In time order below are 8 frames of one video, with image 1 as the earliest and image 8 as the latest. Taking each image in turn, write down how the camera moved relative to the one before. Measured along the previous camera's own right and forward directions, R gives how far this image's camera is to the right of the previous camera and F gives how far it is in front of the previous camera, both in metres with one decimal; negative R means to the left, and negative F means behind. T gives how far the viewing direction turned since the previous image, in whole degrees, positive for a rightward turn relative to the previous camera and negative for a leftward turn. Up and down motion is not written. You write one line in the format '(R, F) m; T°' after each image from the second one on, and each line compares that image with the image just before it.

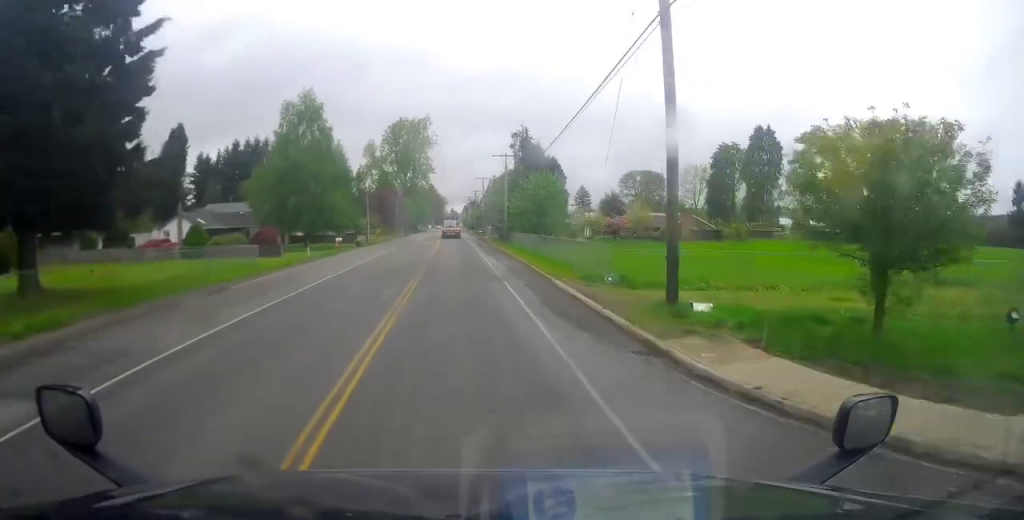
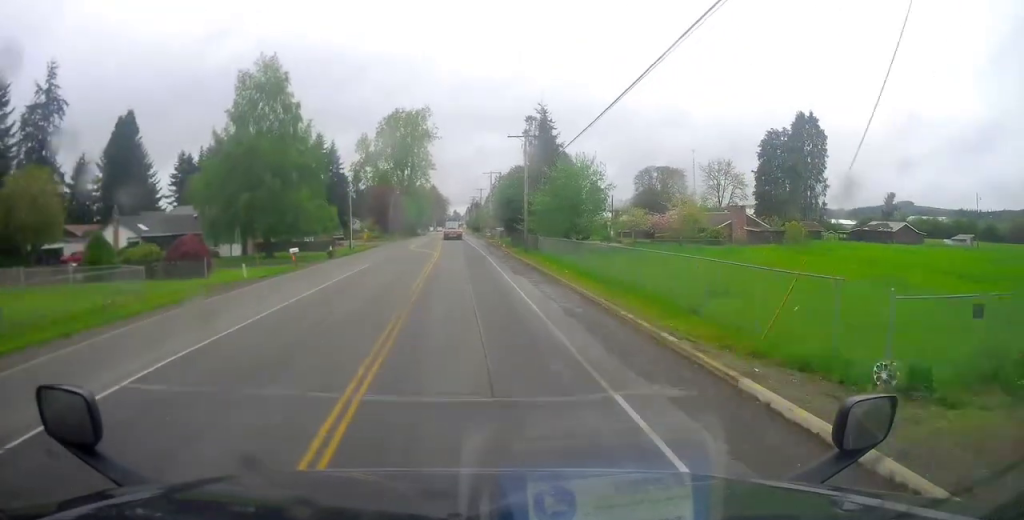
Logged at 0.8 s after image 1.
(+0.4, +14.9) m; +1°
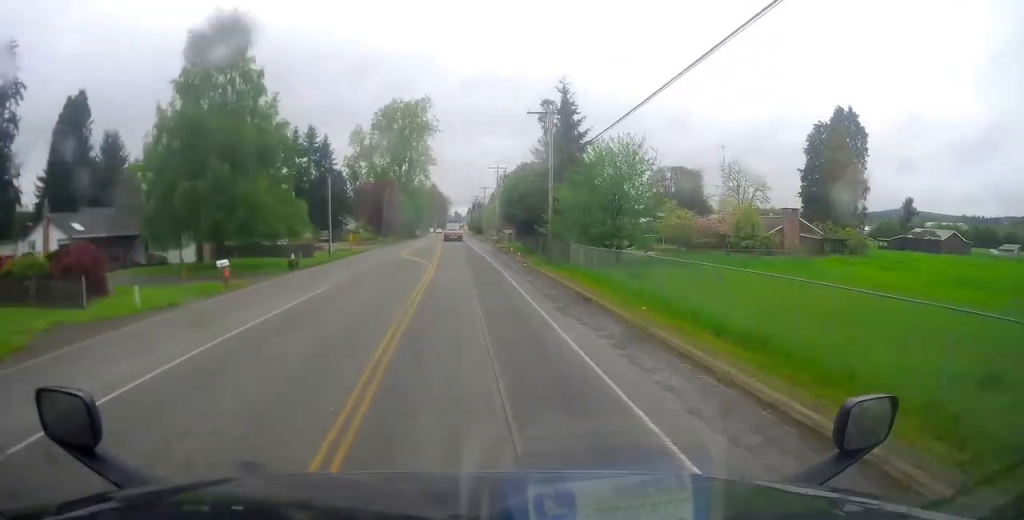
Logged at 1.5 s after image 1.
(+0.2, +11.3) m; 0°
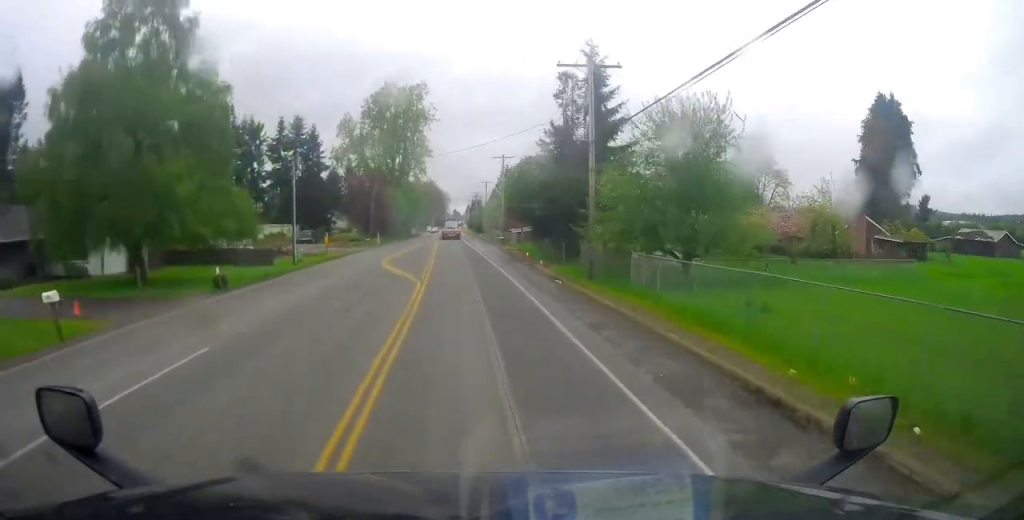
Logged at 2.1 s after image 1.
(-0.1, +11.4) m; -1°
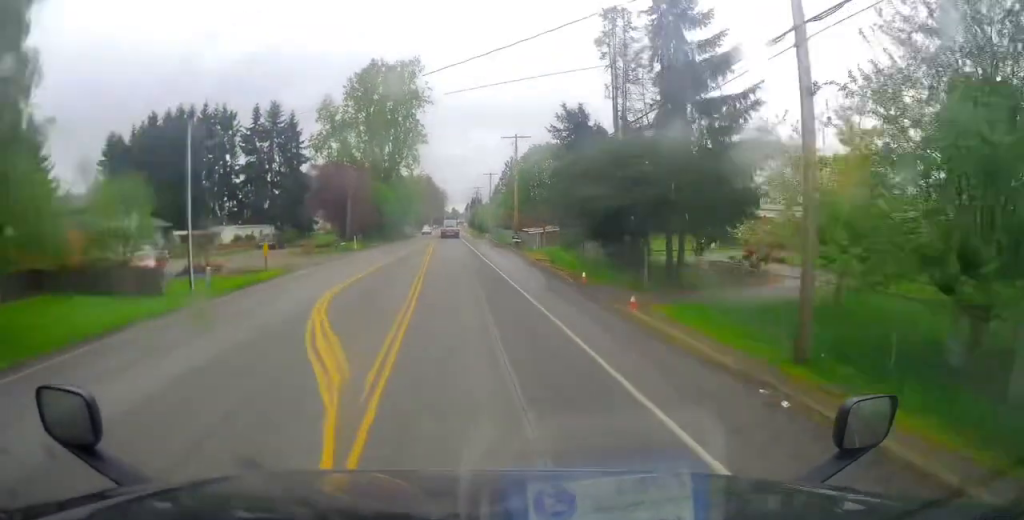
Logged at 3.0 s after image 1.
(-0.4, +16.7) m; 0°
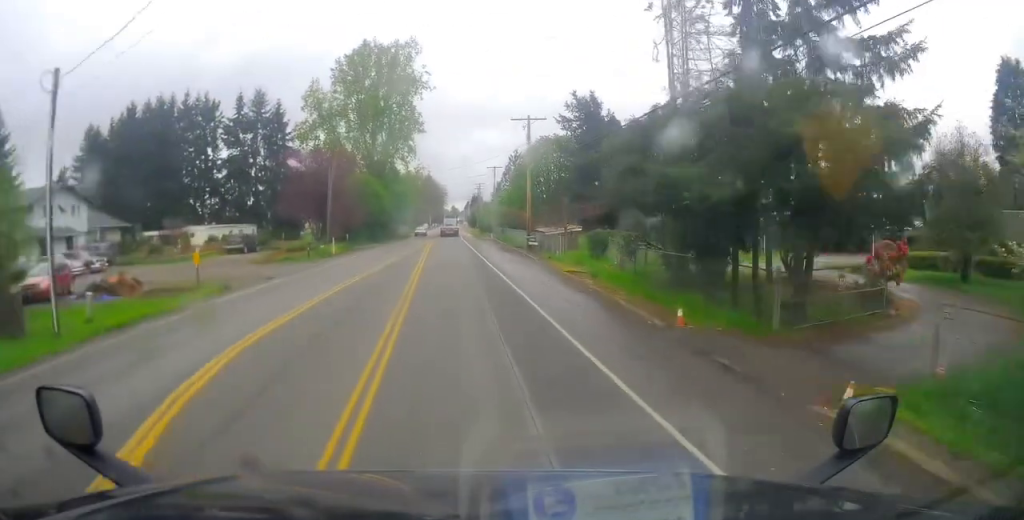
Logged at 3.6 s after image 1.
(0.0, +9.5) m; 0°
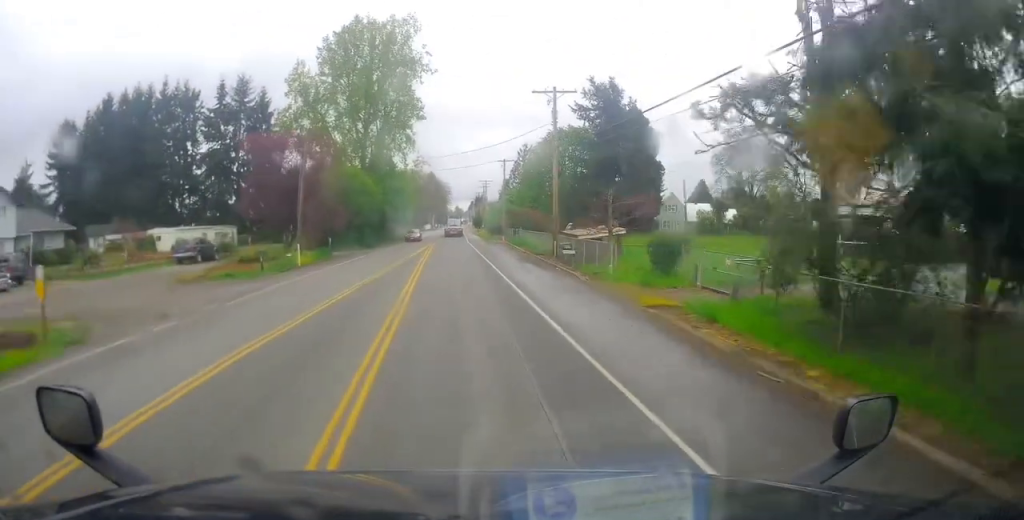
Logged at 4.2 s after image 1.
(+0.2, +10.7) m; 0°
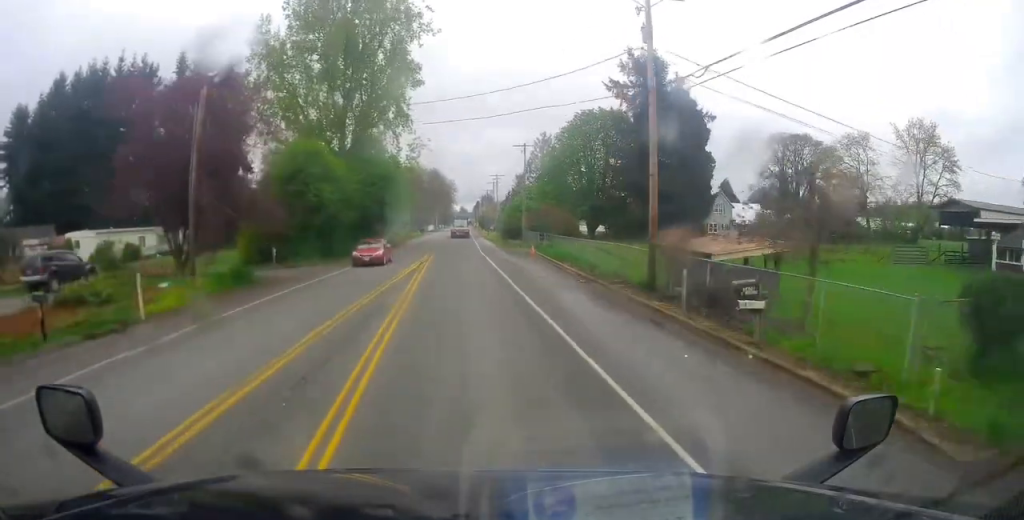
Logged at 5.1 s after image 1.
(-0.3, +17.4) m; -2°
